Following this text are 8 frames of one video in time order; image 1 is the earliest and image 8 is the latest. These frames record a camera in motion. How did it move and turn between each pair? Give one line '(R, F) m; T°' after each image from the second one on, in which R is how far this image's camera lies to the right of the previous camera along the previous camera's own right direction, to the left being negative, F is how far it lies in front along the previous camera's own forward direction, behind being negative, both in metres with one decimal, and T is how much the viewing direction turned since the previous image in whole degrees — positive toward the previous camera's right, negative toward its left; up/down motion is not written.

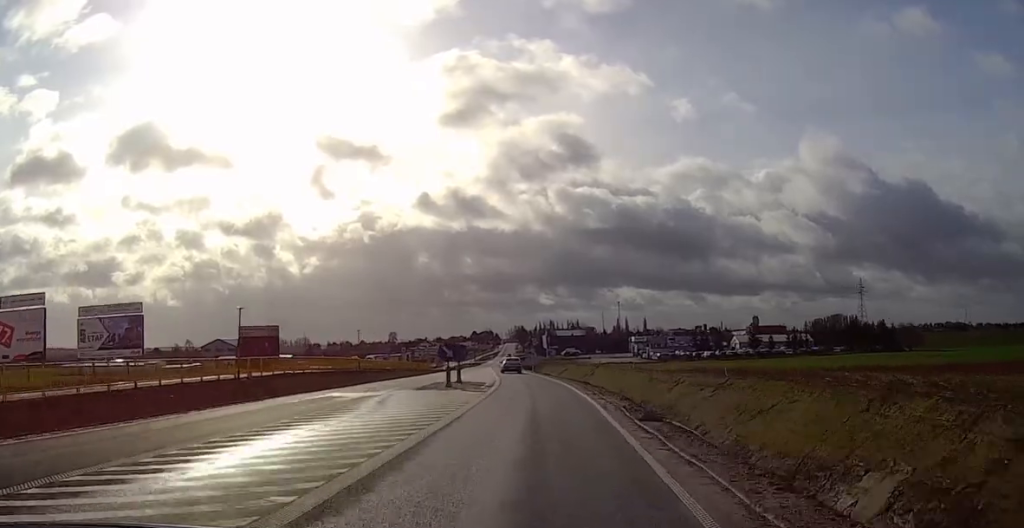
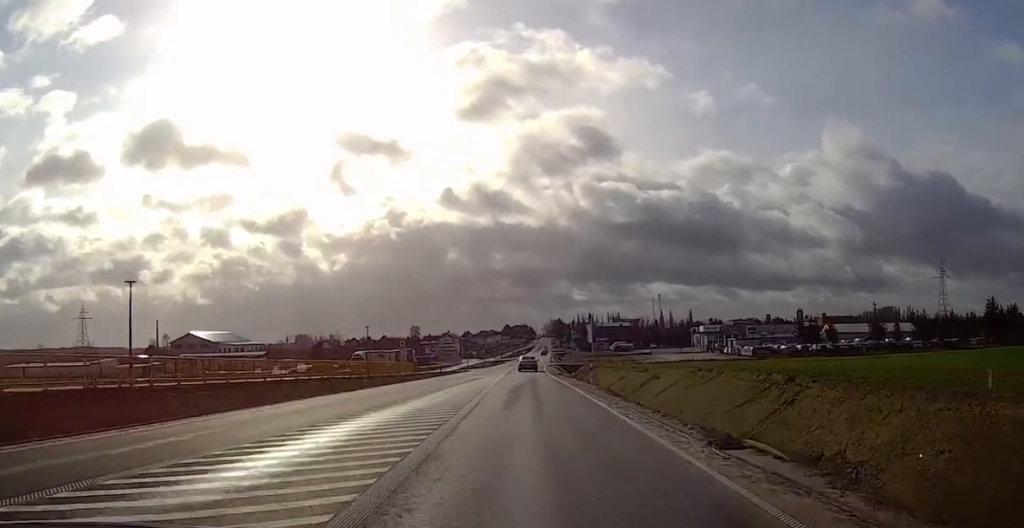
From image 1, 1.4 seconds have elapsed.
(+0.3, +51.5) m; 0°
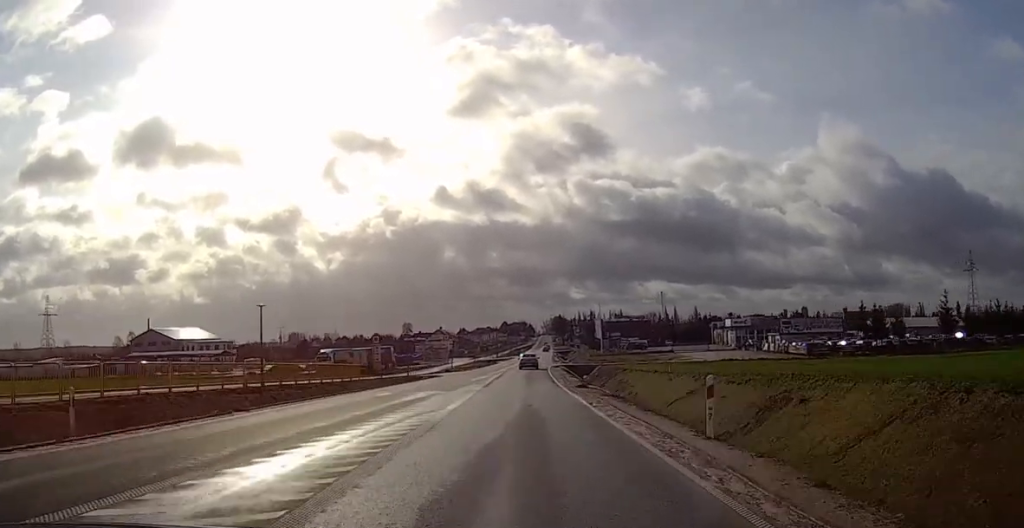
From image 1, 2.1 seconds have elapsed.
(-0.1, +25.2) m; 0°
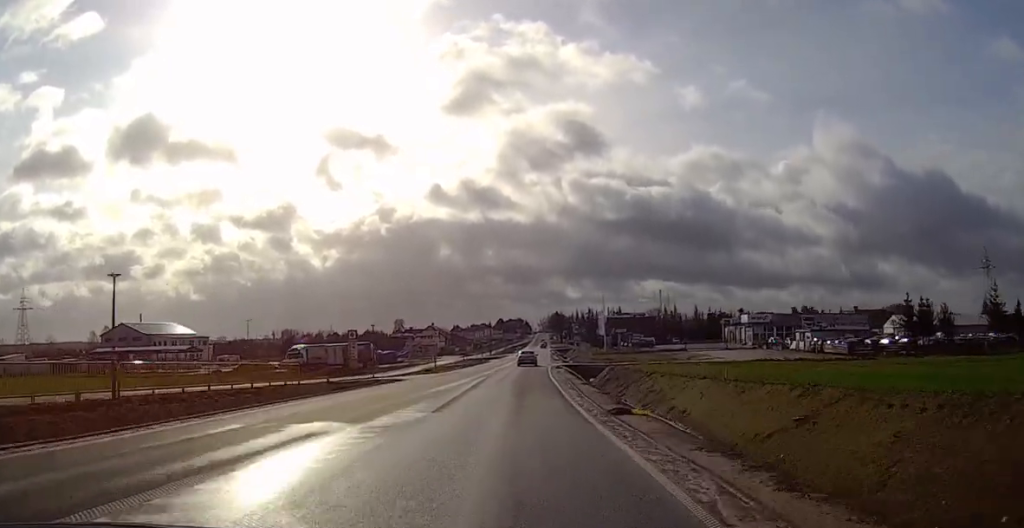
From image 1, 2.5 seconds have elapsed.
(0.0, +14.4) m; 0°
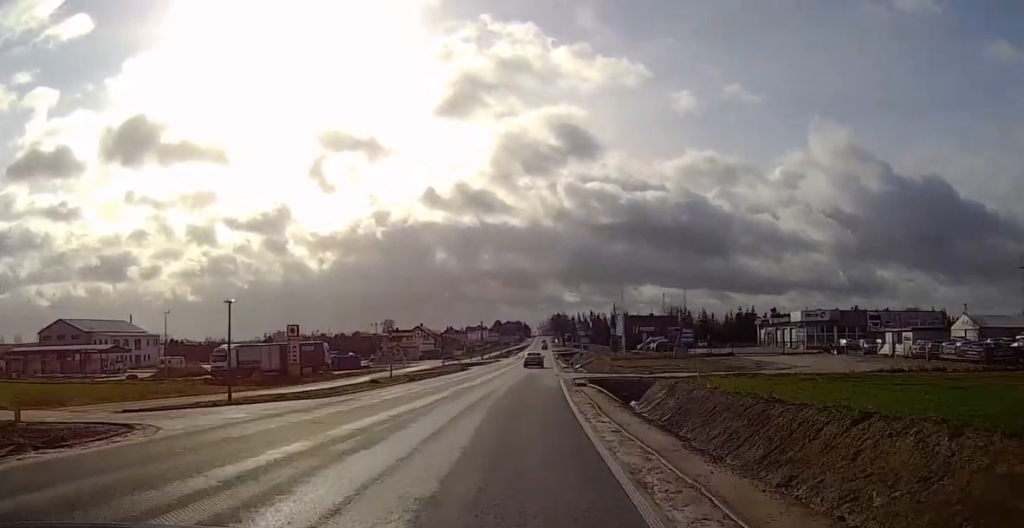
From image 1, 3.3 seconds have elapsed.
(0.0, +28.5) m; 0°
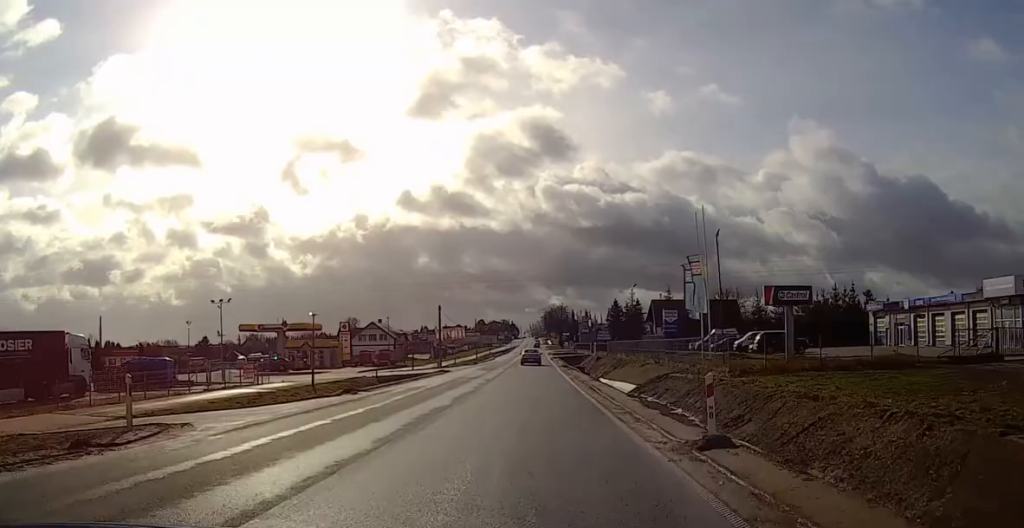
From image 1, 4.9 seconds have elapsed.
(0.0, +54.9) m; 0°
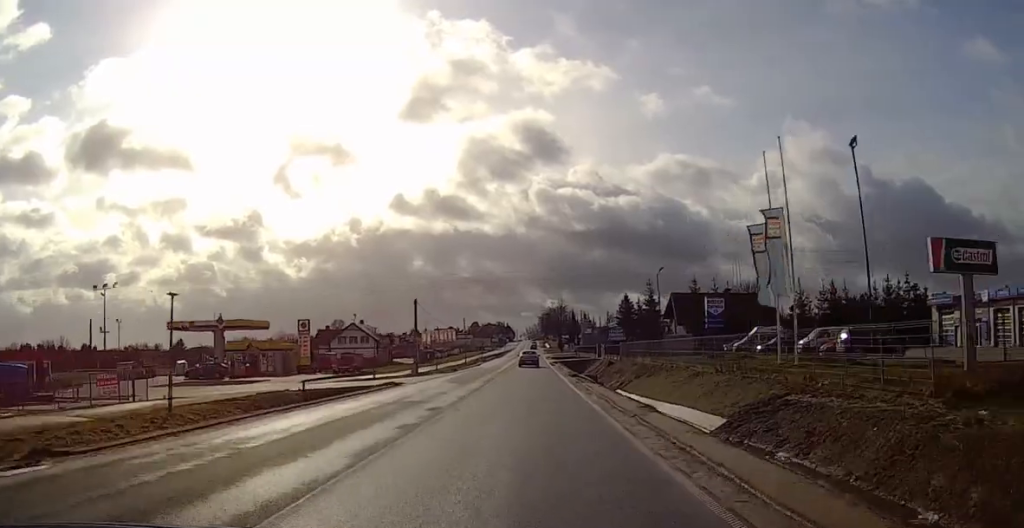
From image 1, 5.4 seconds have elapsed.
(-0.1, +17.2) m; 0°
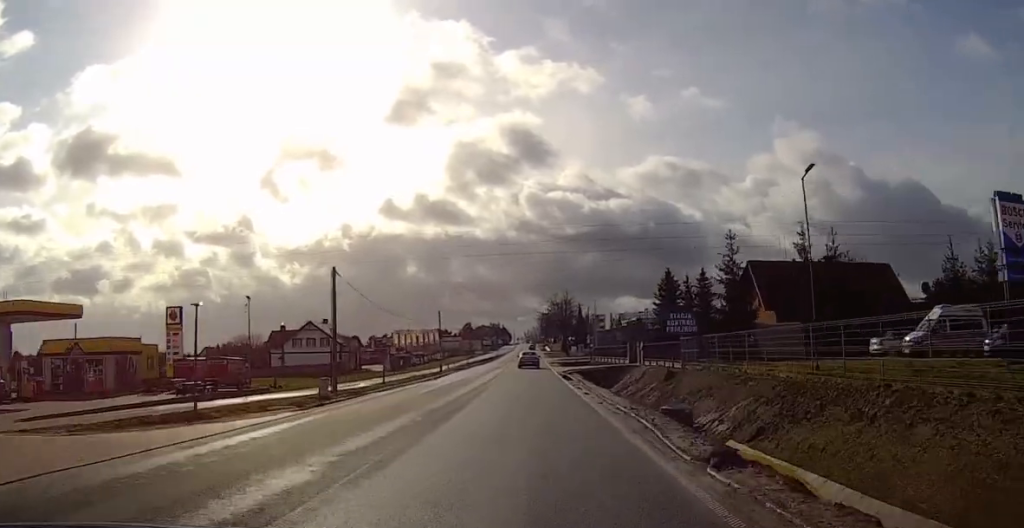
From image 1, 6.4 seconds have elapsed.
(+0.2, +32.4) m; +1°
